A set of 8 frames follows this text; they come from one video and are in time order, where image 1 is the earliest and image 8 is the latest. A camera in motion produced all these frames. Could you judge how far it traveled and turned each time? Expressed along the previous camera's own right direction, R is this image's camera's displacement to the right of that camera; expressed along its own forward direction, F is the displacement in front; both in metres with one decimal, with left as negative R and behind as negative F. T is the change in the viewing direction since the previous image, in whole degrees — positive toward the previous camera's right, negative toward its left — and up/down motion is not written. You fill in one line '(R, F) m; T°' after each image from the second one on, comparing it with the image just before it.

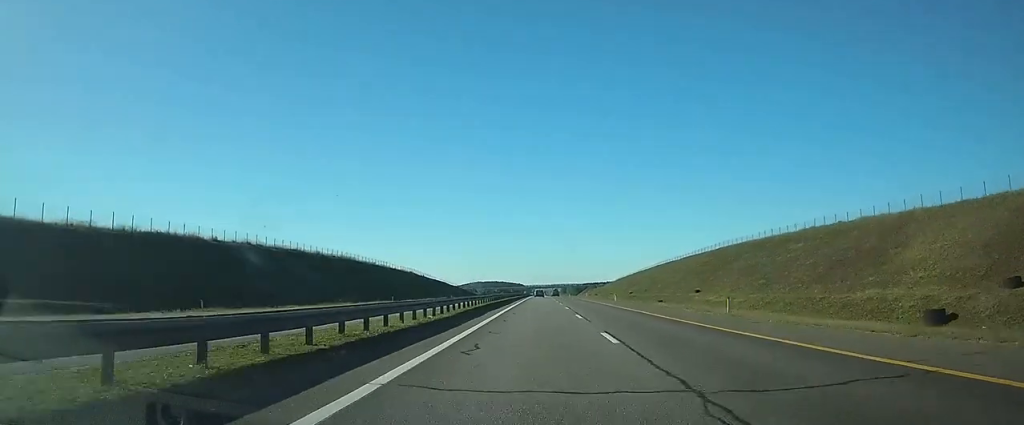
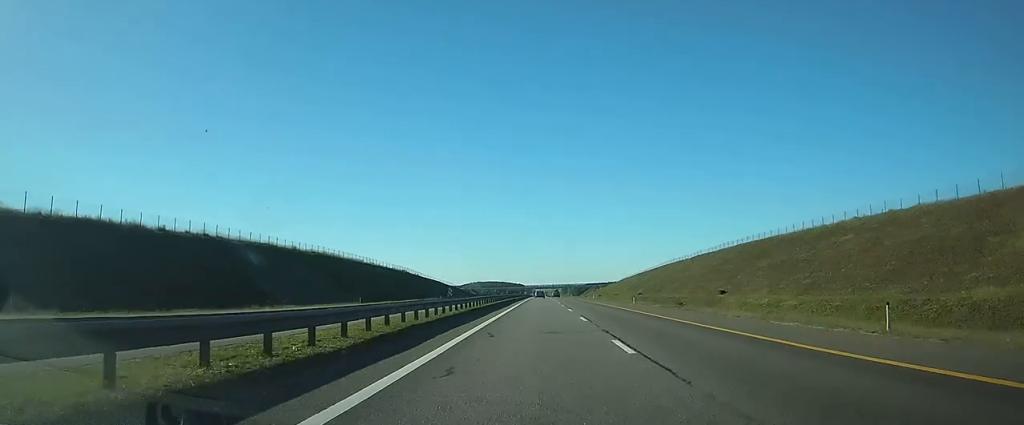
(0.0, +14.1) m; 0°
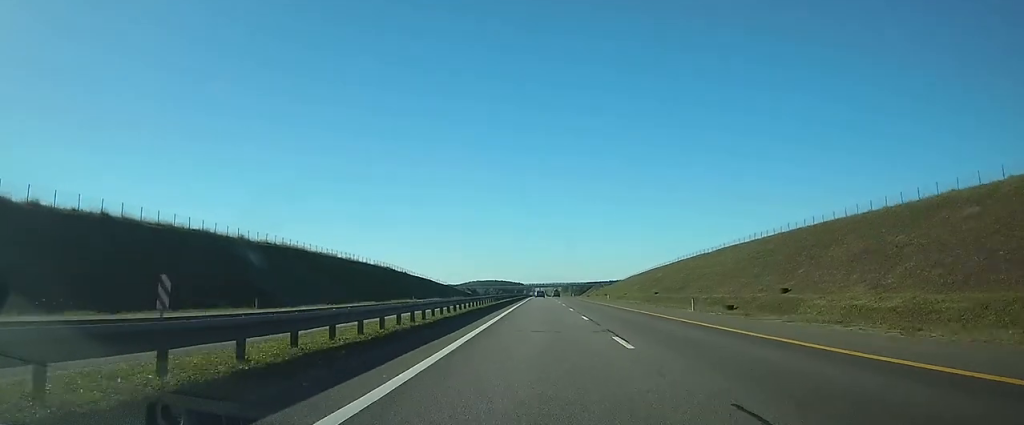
(0.0, +23.3) m; 0°
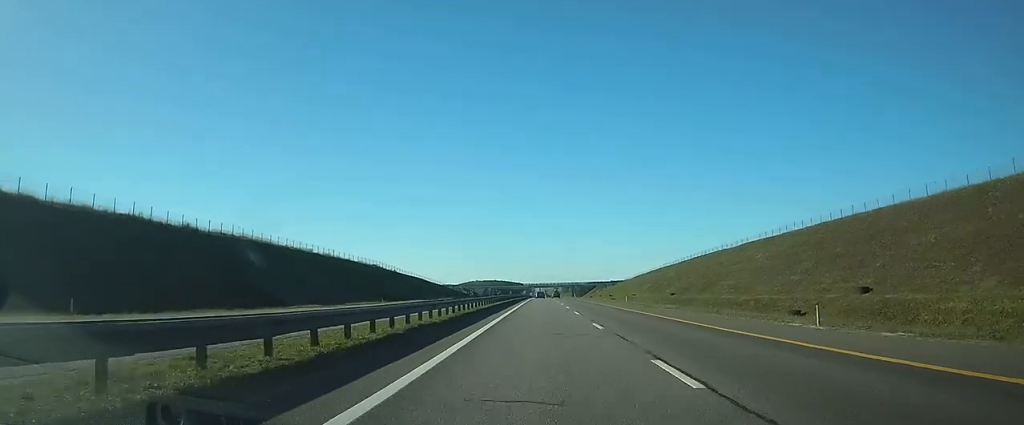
(0.0, +17.3) m; 0°
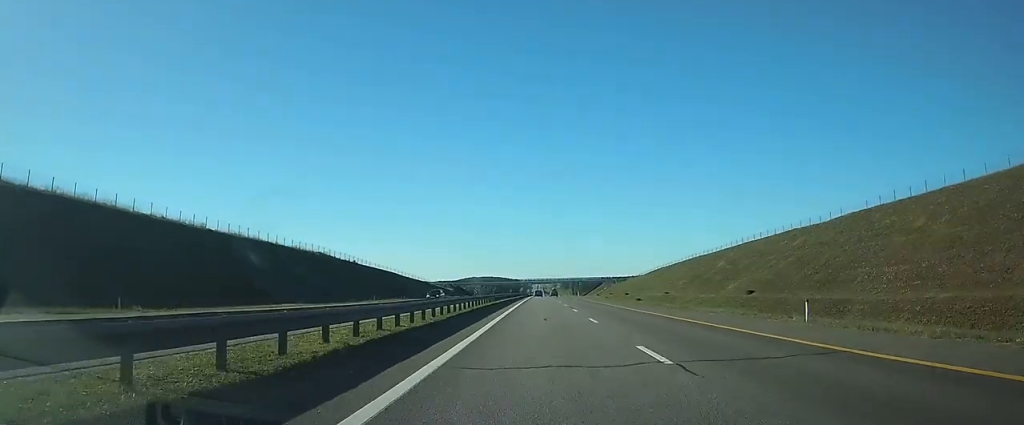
(0.0, +46.1) m; 0°
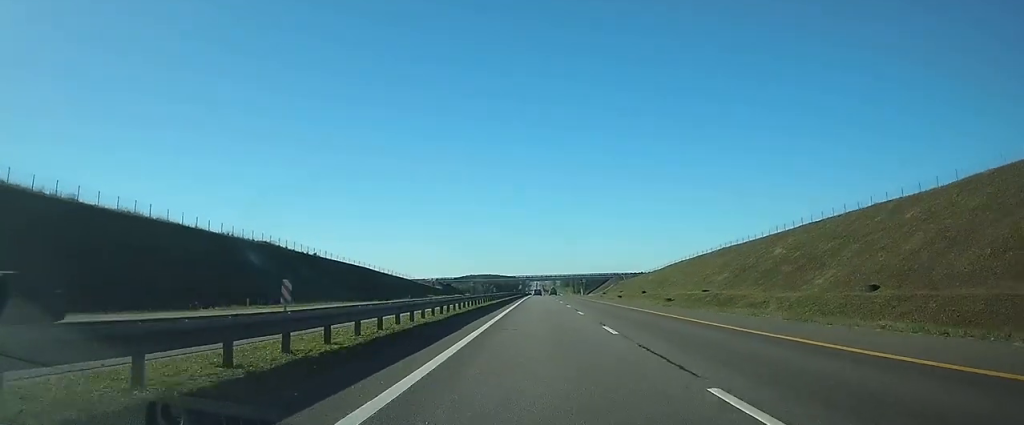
(0.0, +29.9) m; 0°
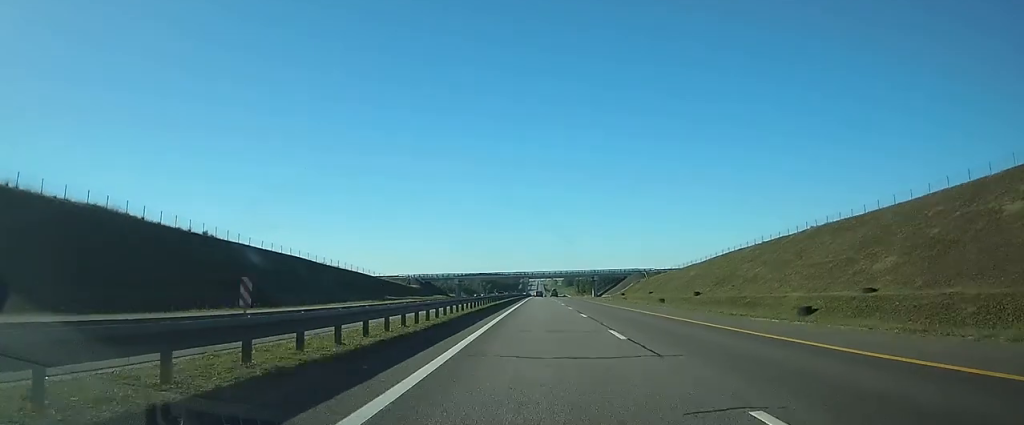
(+0.1, +49.9) m; 0°
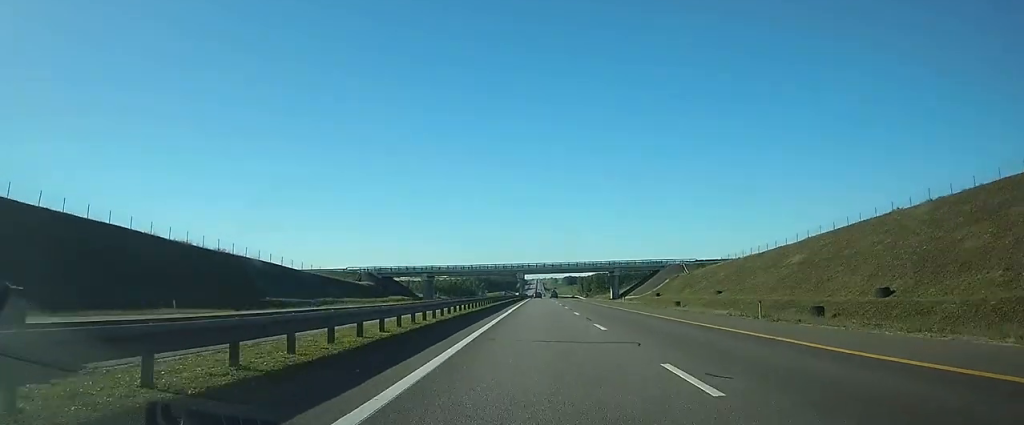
(-0.1, +56.7) m; 0°
